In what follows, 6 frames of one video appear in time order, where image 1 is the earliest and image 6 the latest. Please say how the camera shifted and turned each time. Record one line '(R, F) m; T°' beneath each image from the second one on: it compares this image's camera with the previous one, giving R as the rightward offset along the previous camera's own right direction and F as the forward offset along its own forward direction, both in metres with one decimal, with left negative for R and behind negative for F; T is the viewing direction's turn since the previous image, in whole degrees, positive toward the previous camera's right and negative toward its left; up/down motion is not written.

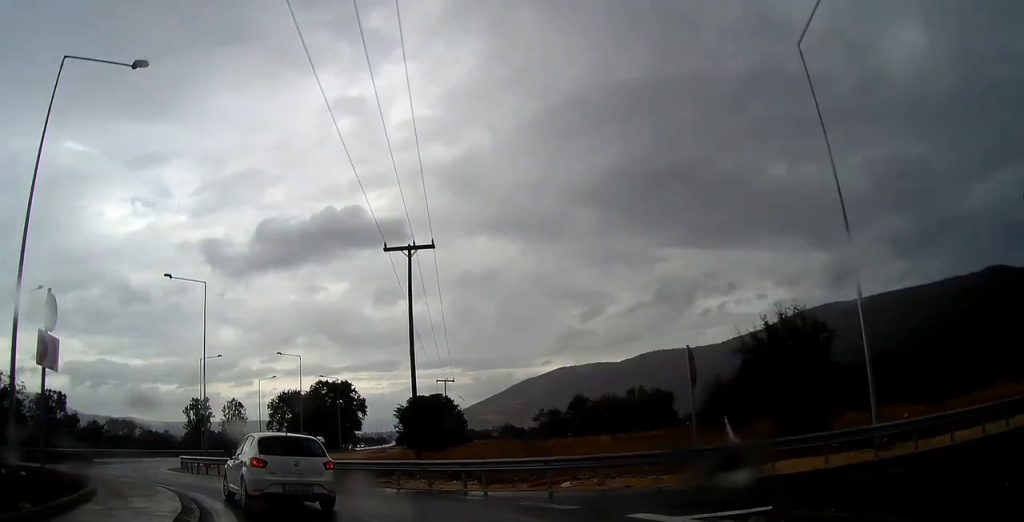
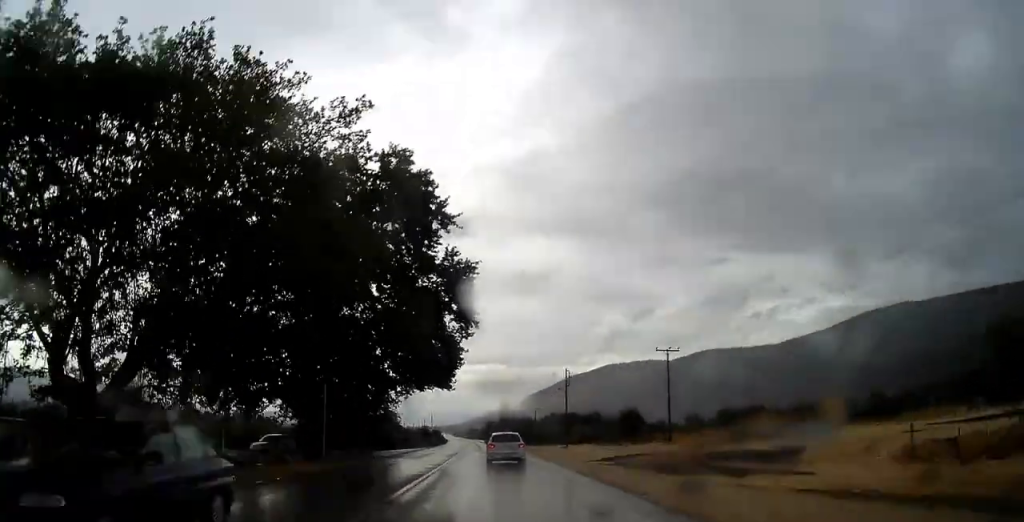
(-11.7, +137.0) m; +3°
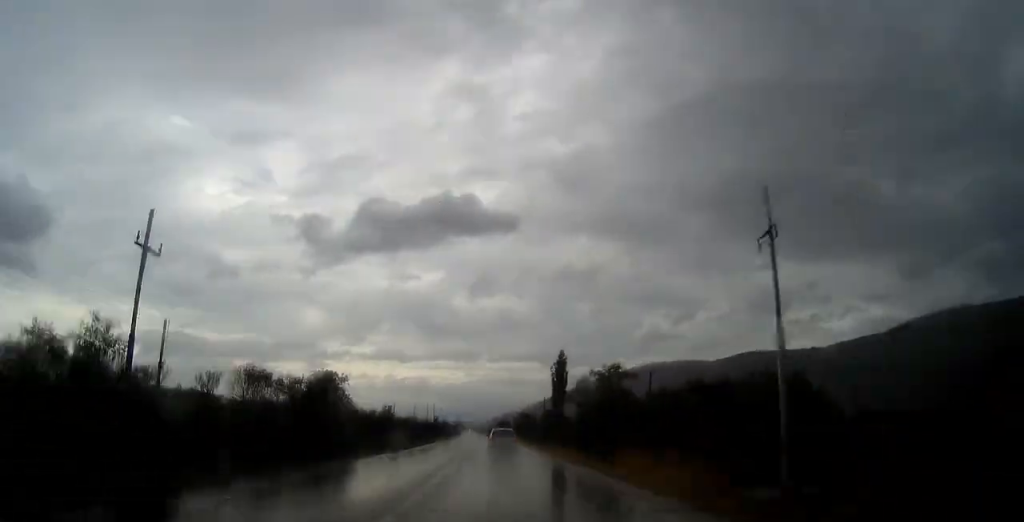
(-1.6, +111.9) m; -2°
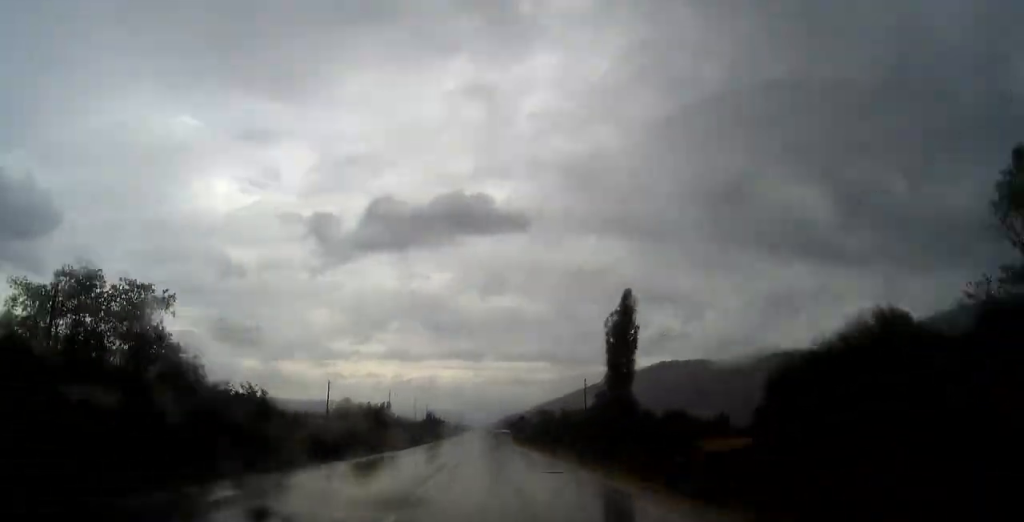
(-0.5, +60.7) m; -1°
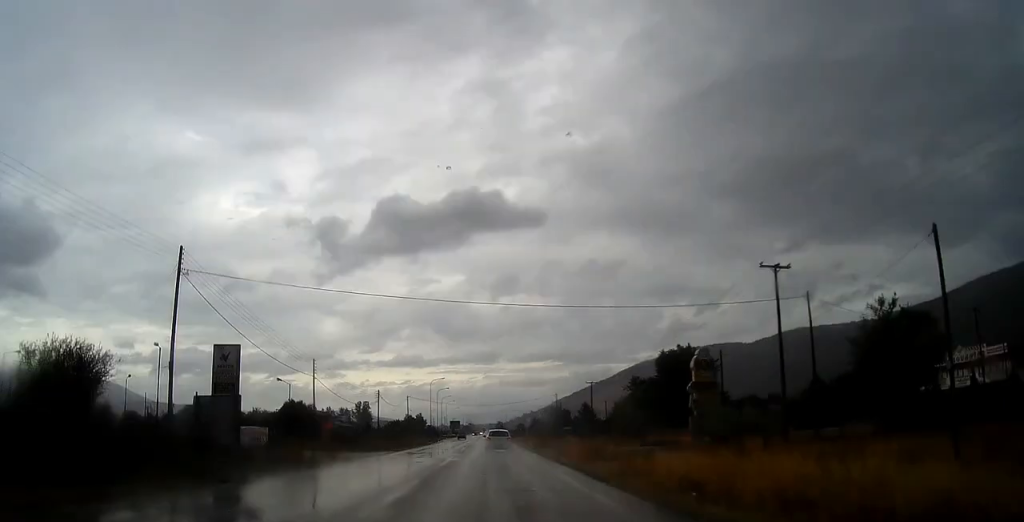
(-2.1, +165.3) m; -1°
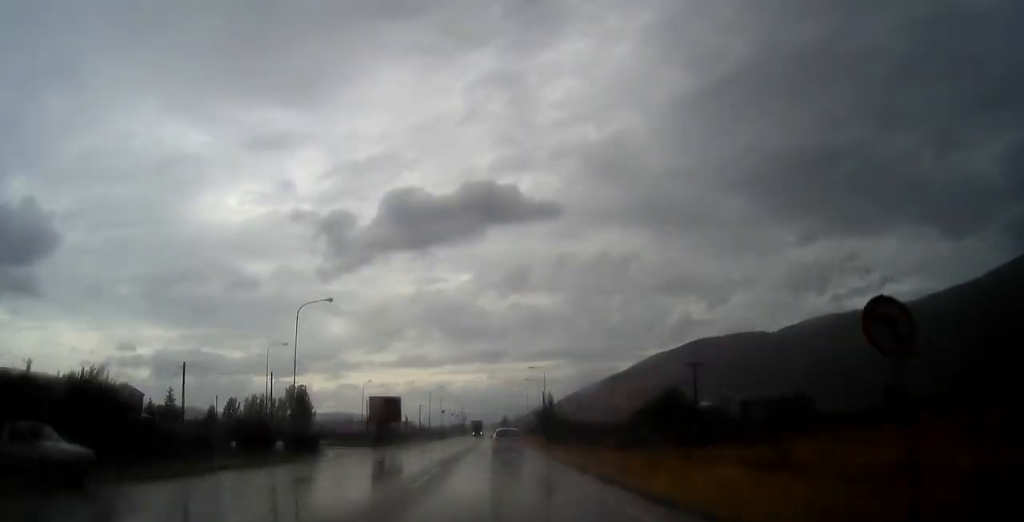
(-0.1, +178.8) m; 0°
